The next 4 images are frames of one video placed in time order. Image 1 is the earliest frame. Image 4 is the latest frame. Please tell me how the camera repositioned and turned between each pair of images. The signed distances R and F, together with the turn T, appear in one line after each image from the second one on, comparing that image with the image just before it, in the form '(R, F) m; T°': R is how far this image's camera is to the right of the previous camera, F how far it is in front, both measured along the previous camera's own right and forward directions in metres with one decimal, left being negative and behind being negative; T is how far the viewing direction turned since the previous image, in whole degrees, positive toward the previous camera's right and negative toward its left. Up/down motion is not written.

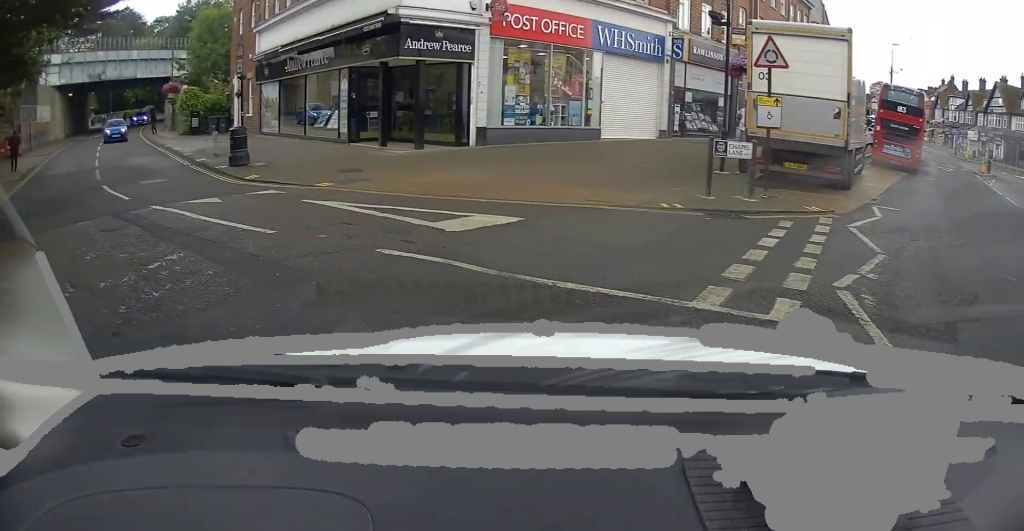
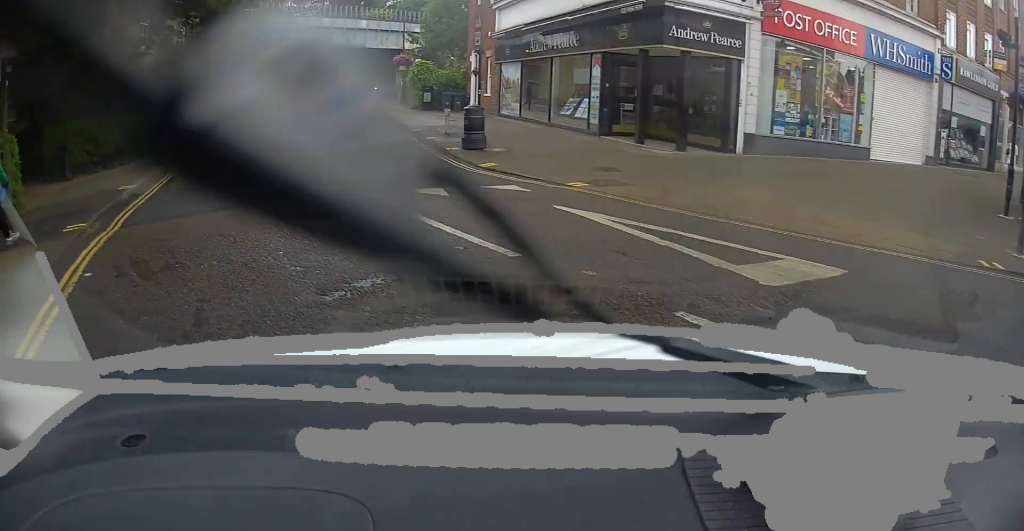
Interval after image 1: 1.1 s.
(-0.6, +2.3) m; -24°
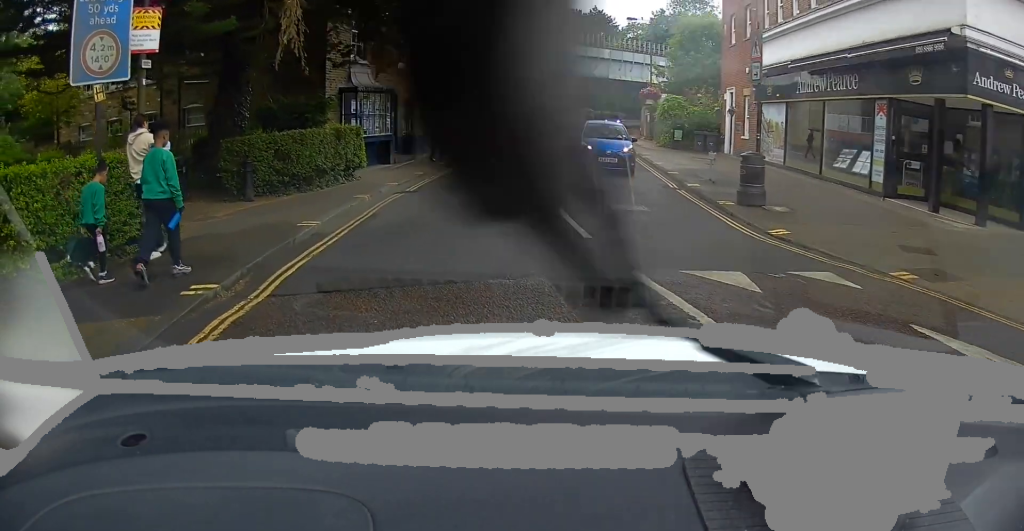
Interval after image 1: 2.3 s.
(-0.4, +3.0) m; -10°
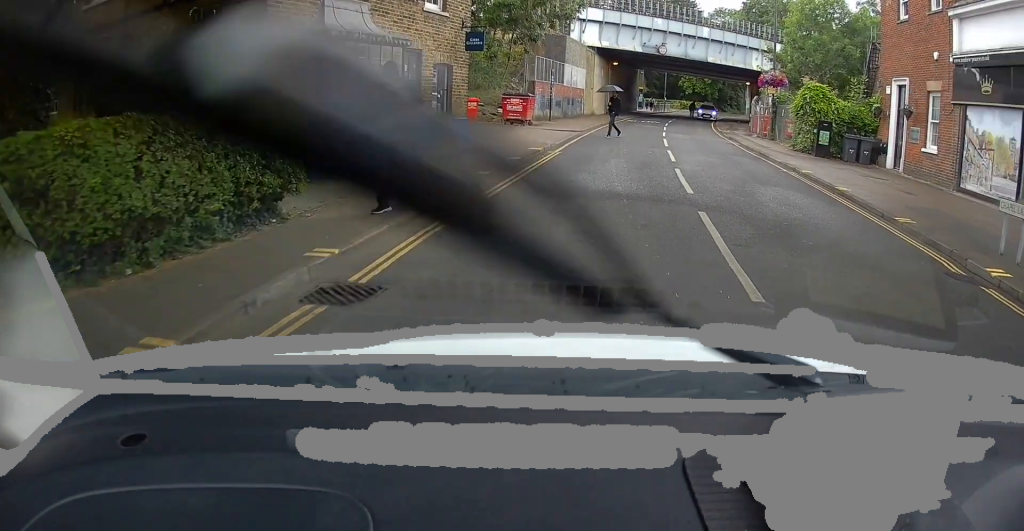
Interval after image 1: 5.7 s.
(-1.5, +9.3) m; -10°
